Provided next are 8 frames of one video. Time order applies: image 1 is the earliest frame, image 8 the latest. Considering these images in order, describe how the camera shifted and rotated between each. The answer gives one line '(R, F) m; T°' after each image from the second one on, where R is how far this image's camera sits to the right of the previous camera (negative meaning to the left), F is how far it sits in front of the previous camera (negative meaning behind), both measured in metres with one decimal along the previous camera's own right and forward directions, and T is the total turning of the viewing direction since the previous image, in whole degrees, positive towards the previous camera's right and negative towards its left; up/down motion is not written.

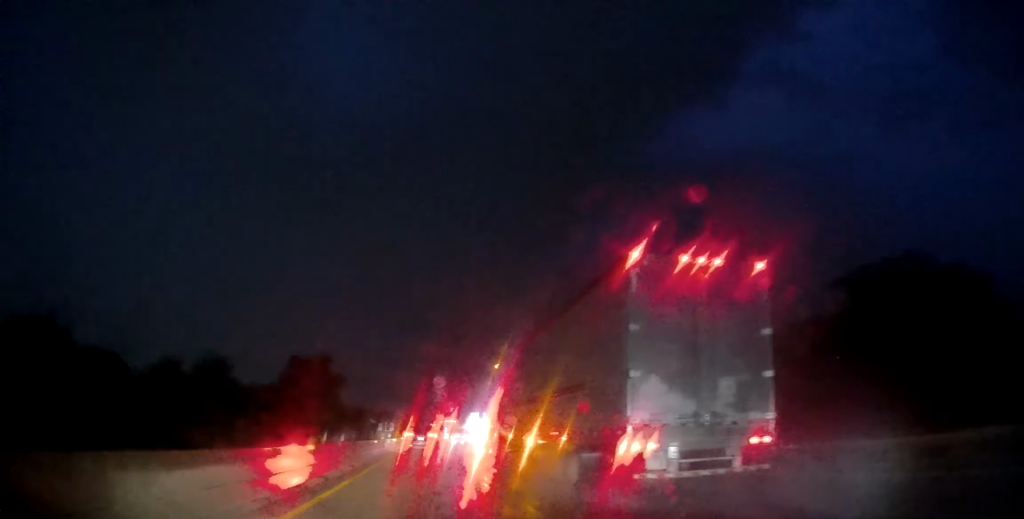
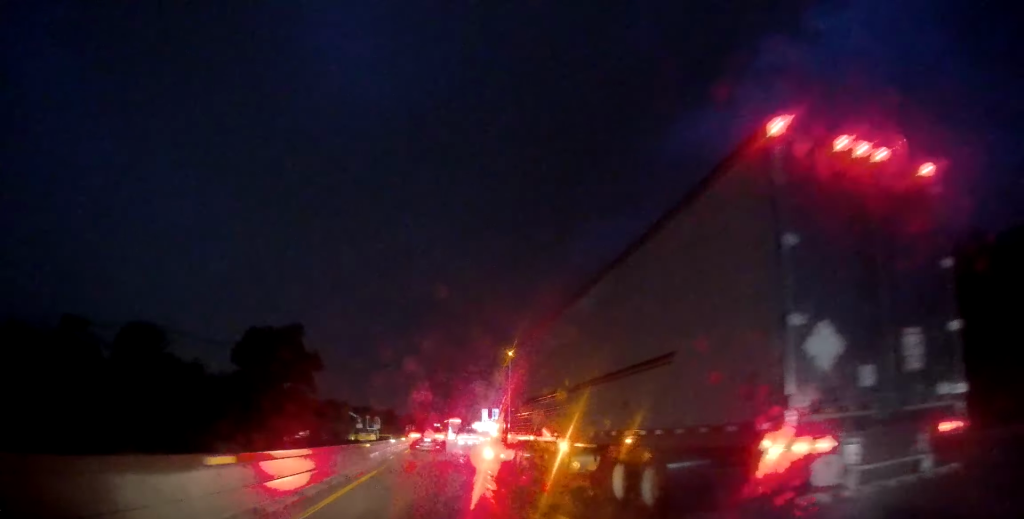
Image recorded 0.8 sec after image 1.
(0.0, +20.8) m; 0°
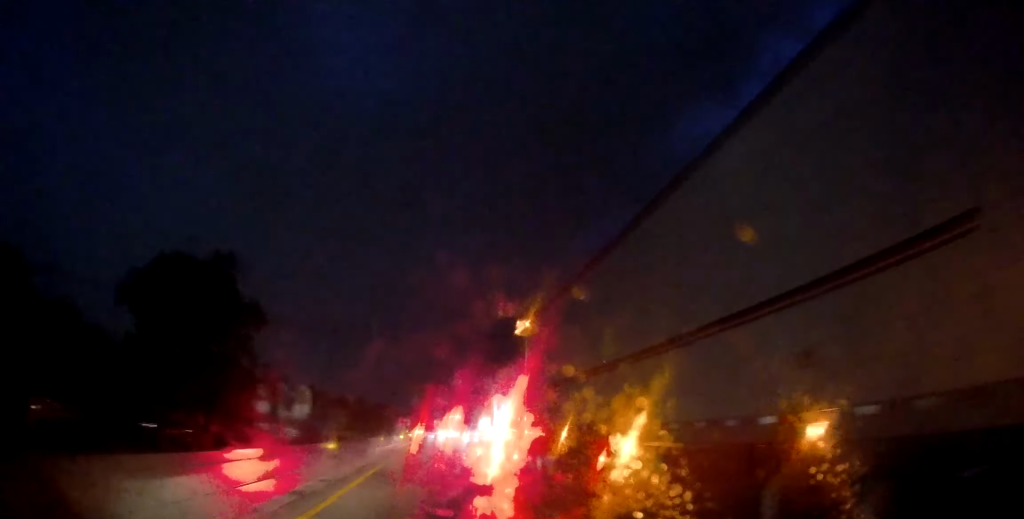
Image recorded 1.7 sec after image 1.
(0.0, +23.7) m; +1°
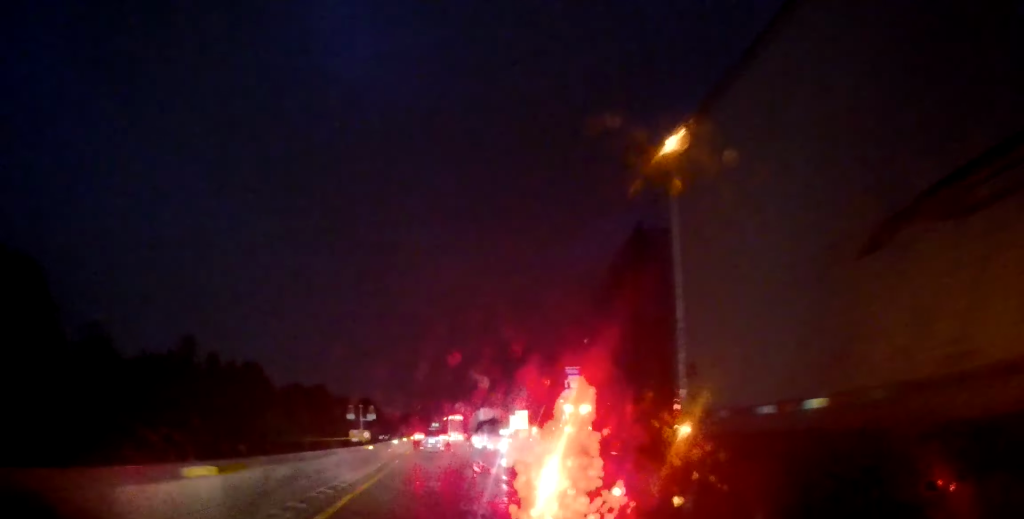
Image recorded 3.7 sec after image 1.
(-0.1, +53.7) m; -1°
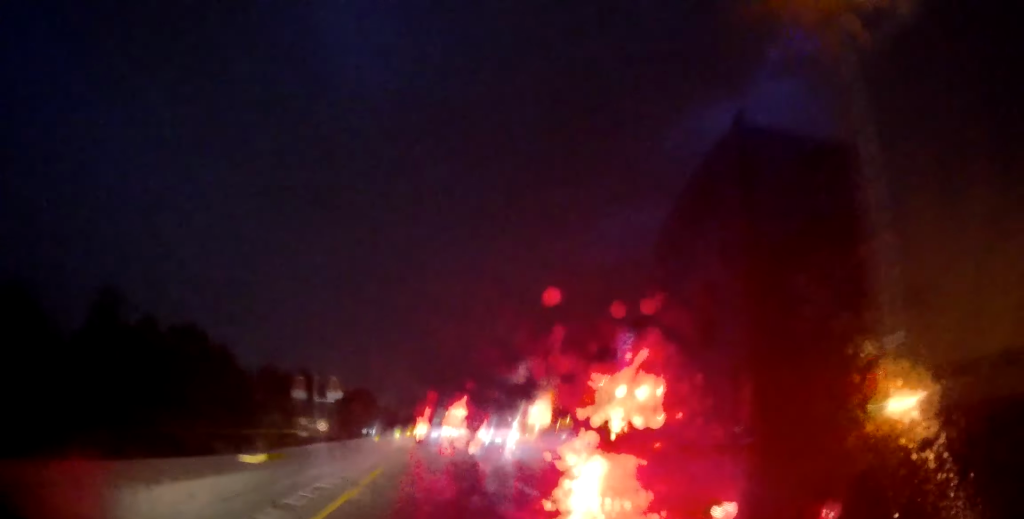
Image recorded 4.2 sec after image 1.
(-0.1, +14.5) m; 0°
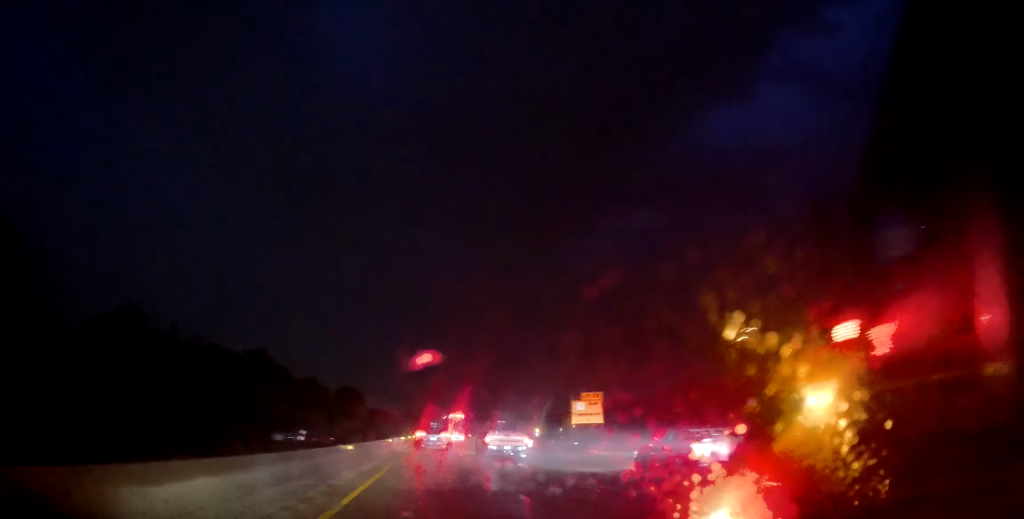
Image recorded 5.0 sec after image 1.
(+0.2, +21.6) m; 0°
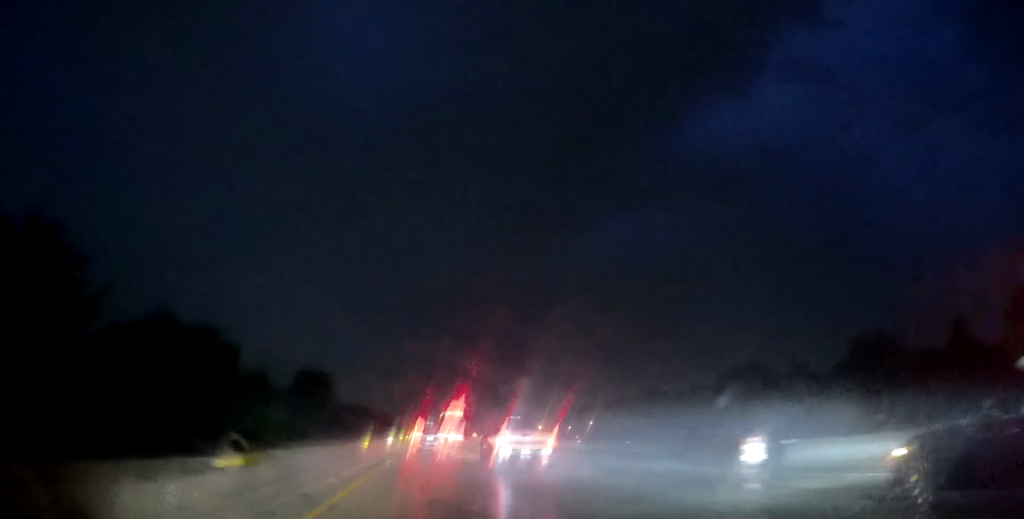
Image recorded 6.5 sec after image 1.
(-0.2, +40.4) m; 0°
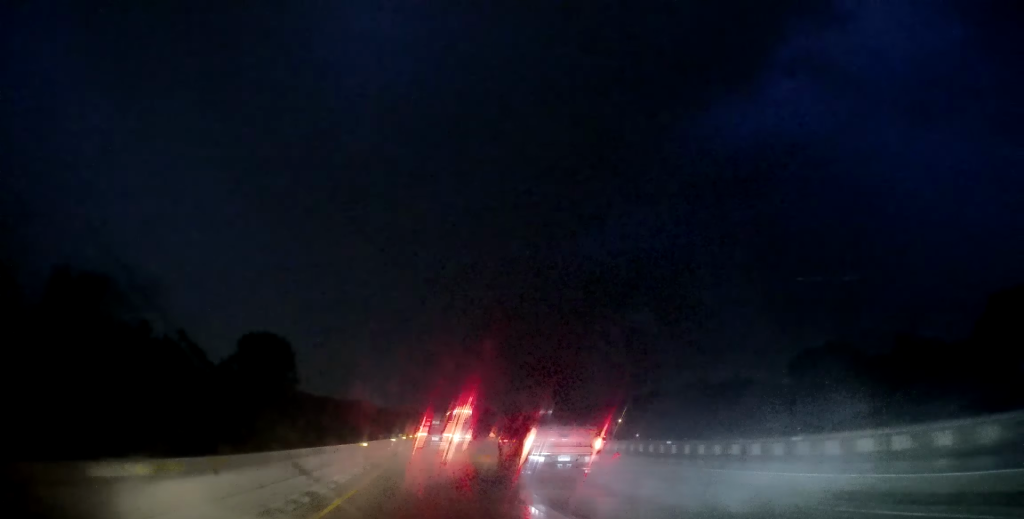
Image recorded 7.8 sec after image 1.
(+0.3, +33.1) m; -1°
